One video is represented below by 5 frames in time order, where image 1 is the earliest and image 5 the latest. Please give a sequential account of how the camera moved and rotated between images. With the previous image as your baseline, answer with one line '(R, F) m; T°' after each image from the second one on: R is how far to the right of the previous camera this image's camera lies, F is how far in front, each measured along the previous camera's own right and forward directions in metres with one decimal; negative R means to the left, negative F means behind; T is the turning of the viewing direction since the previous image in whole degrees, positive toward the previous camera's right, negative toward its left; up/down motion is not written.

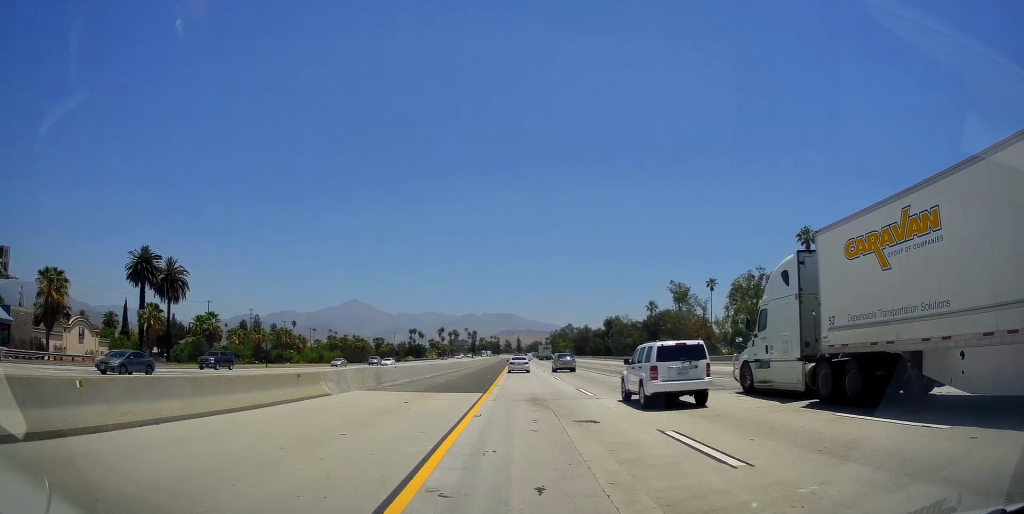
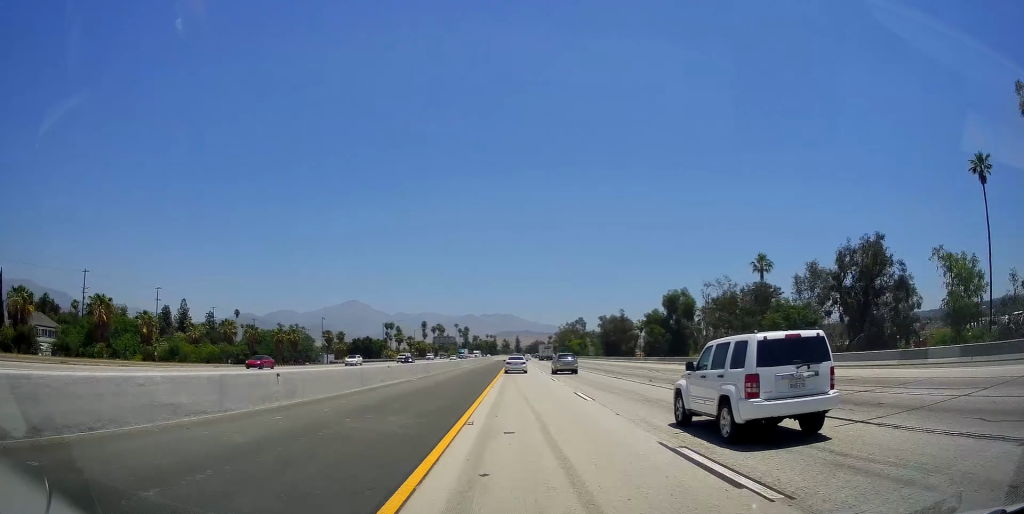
(+0.2, +73.1) m; 0°
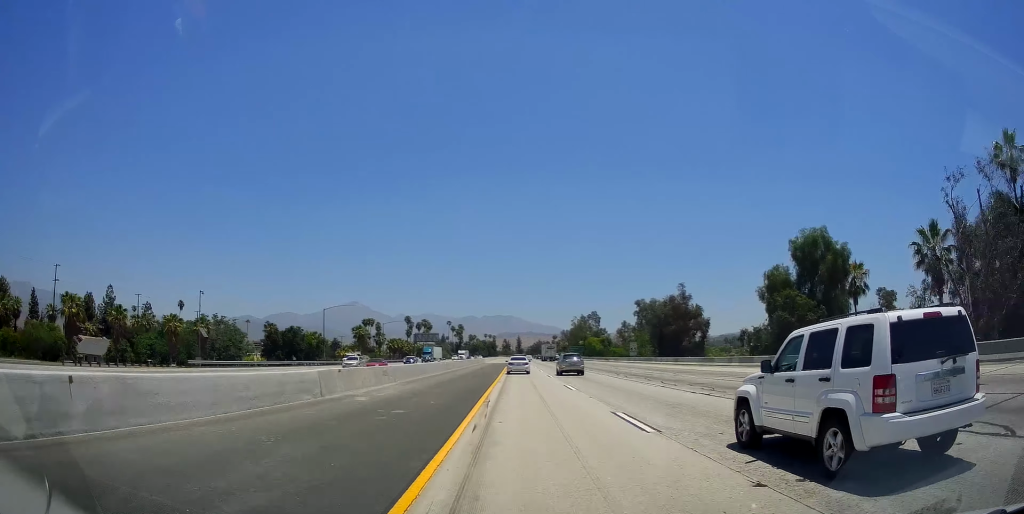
(-0.3, +54.3) m; 0°
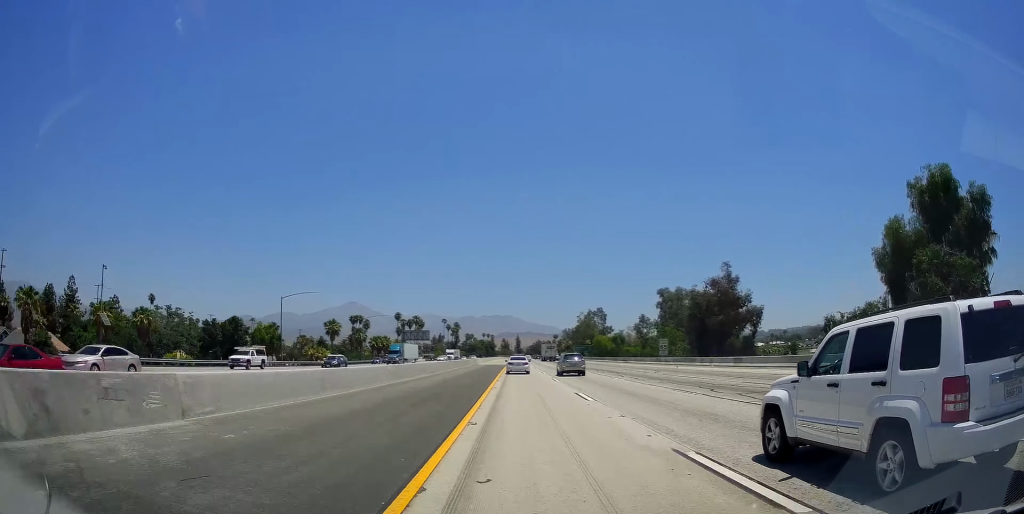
(+0.1, +20.9) m; 0°
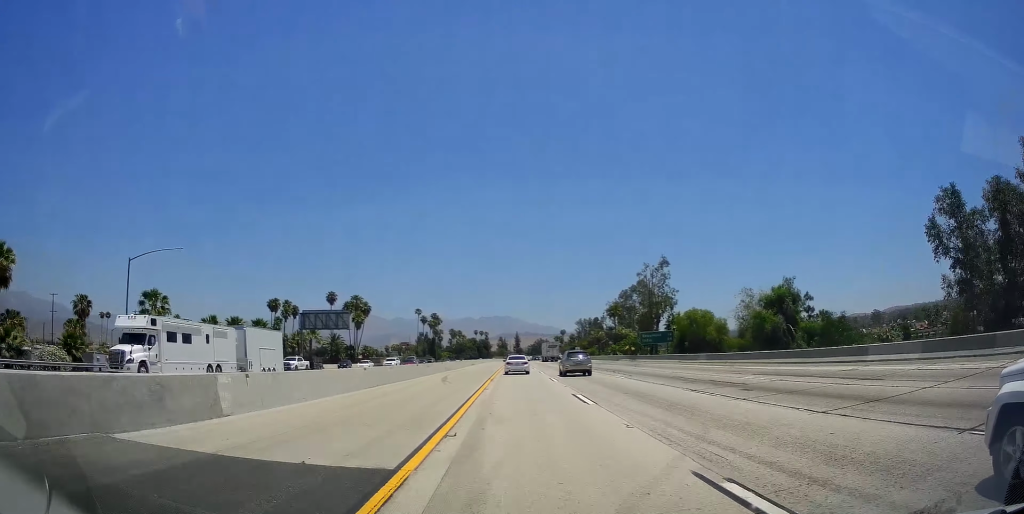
(+0.4, +87.9) m; 0°
